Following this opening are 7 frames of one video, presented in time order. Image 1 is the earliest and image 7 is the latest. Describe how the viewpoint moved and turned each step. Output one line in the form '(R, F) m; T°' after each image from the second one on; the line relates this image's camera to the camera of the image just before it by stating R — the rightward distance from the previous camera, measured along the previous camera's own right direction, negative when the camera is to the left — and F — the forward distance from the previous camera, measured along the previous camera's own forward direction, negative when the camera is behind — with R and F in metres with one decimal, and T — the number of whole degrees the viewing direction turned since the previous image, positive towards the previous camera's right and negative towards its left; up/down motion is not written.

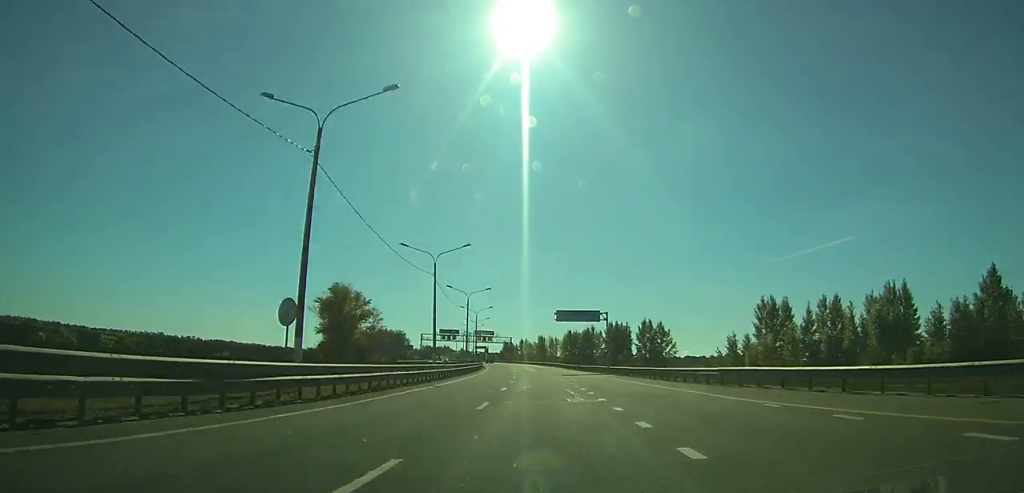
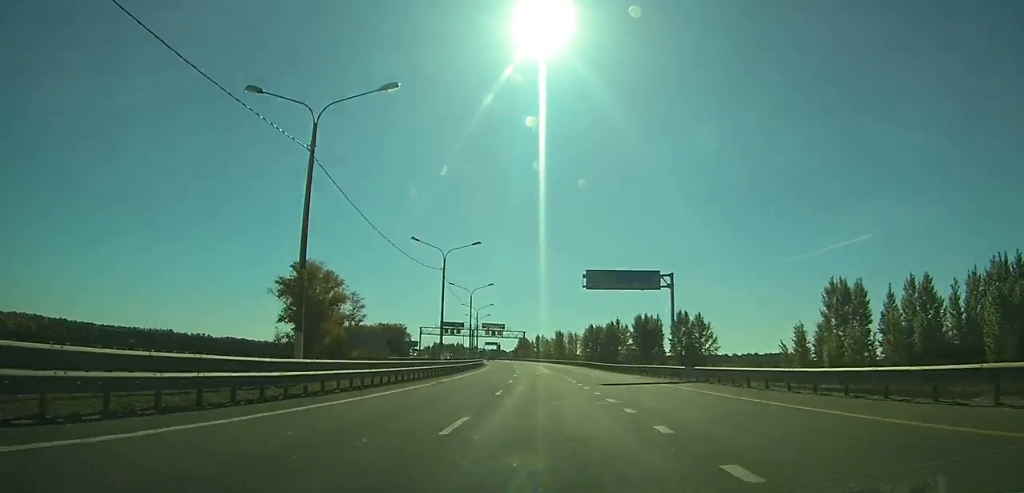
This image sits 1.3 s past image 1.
(-0.6, +30.2) m; -2°
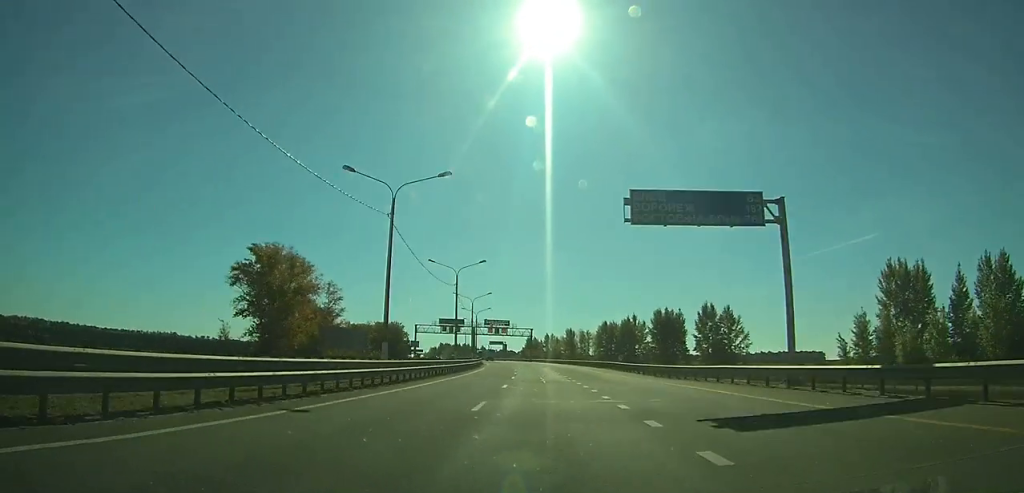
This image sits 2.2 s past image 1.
(0.0, +19.6) m; -1°
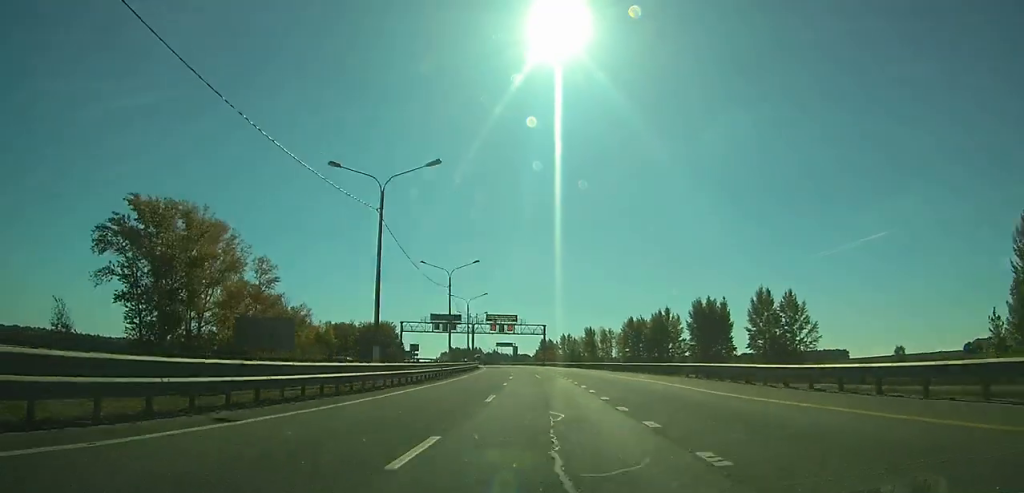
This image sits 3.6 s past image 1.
(-0.5, +32.0) m; -1°
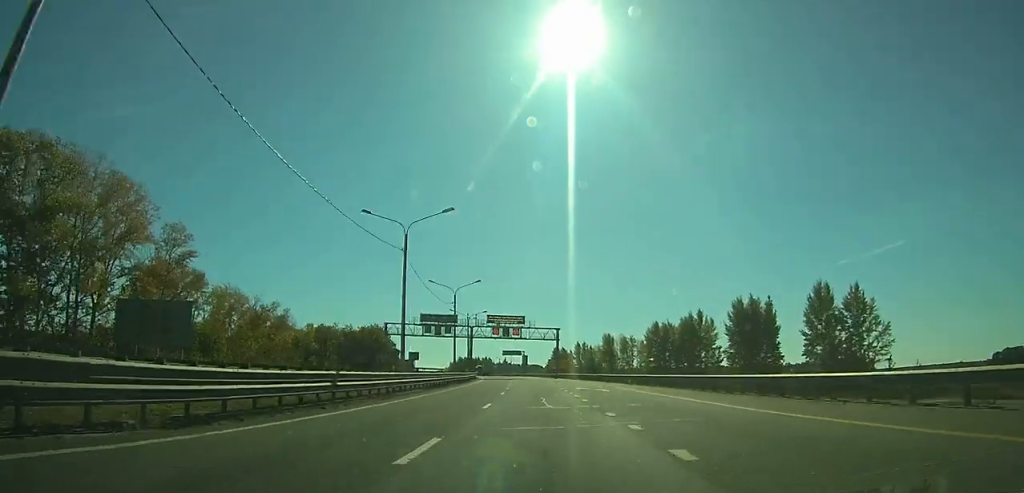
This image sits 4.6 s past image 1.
(-0.2, +23.0) m; -1°
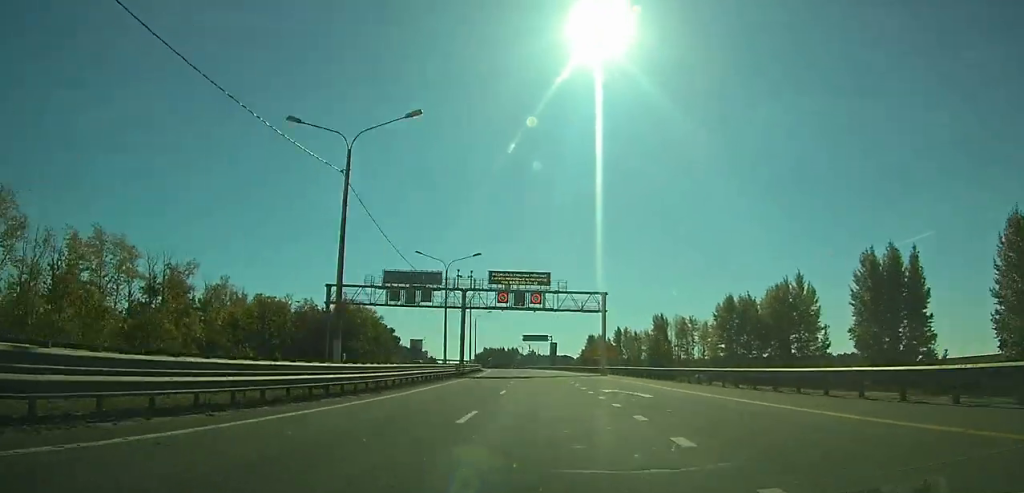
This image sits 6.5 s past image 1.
(-0.7, +43.5) m; -2°
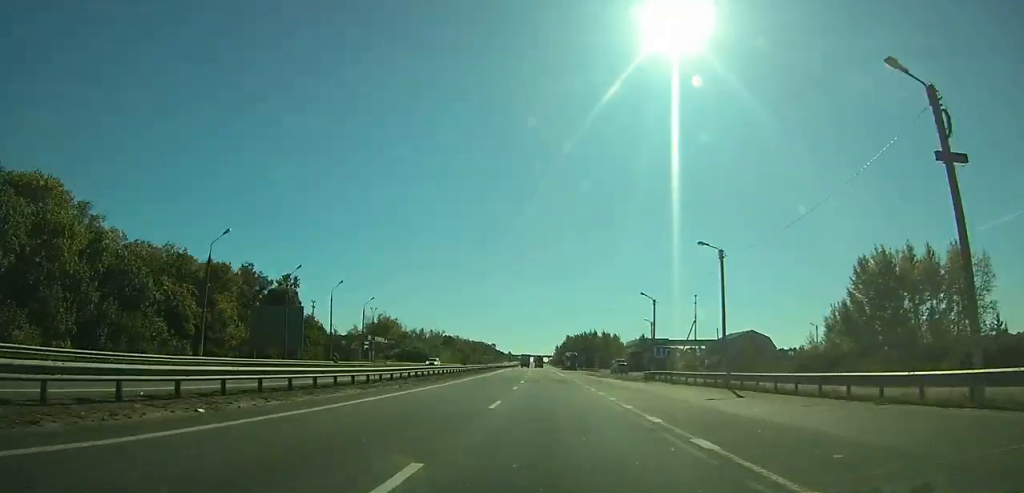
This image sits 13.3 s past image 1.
(-14.6, +164.1) m; -9°
